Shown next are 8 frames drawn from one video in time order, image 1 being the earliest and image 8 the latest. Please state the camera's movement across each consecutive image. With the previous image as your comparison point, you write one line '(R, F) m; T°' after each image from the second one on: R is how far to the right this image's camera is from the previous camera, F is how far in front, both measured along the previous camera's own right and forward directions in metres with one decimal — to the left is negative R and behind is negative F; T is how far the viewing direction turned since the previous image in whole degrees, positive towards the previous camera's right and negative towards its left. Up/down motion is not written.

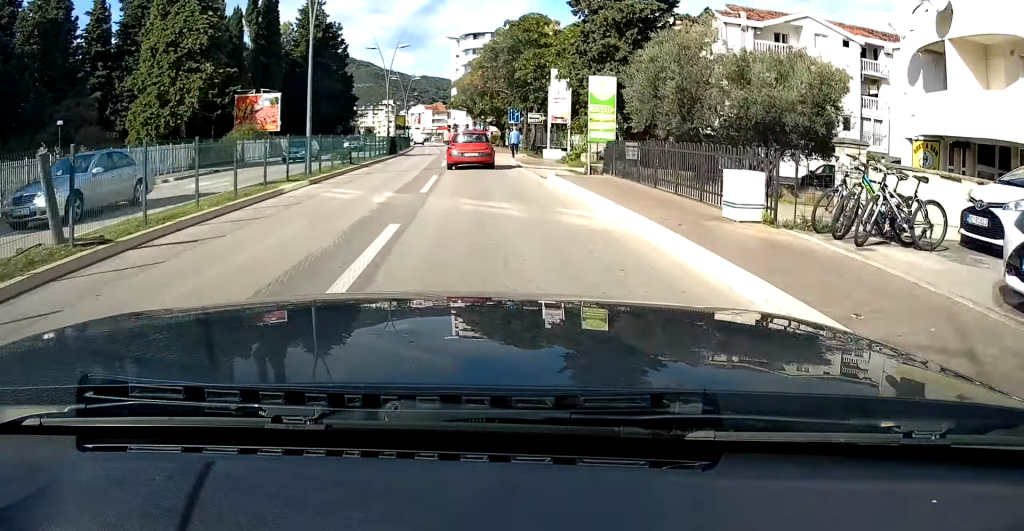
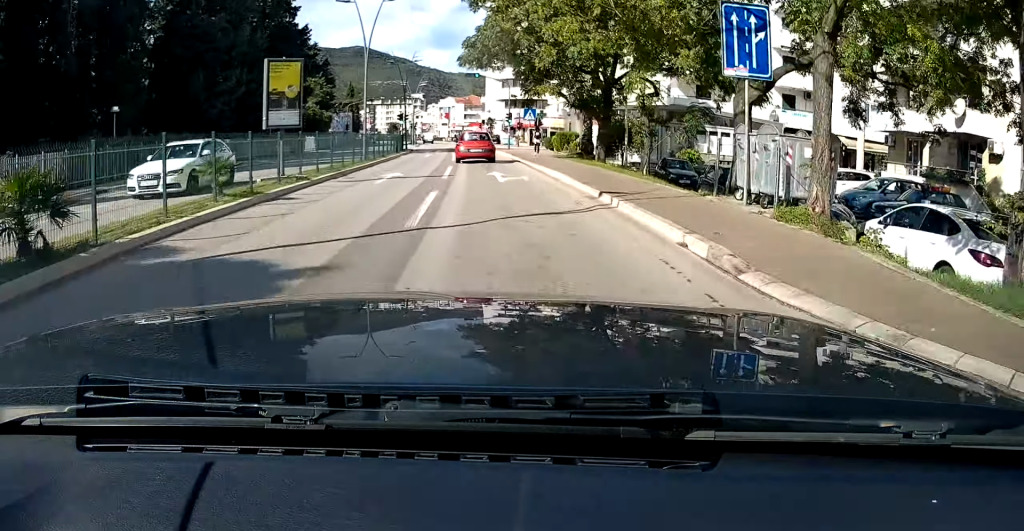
(-1.0, +42.2) m; -2°
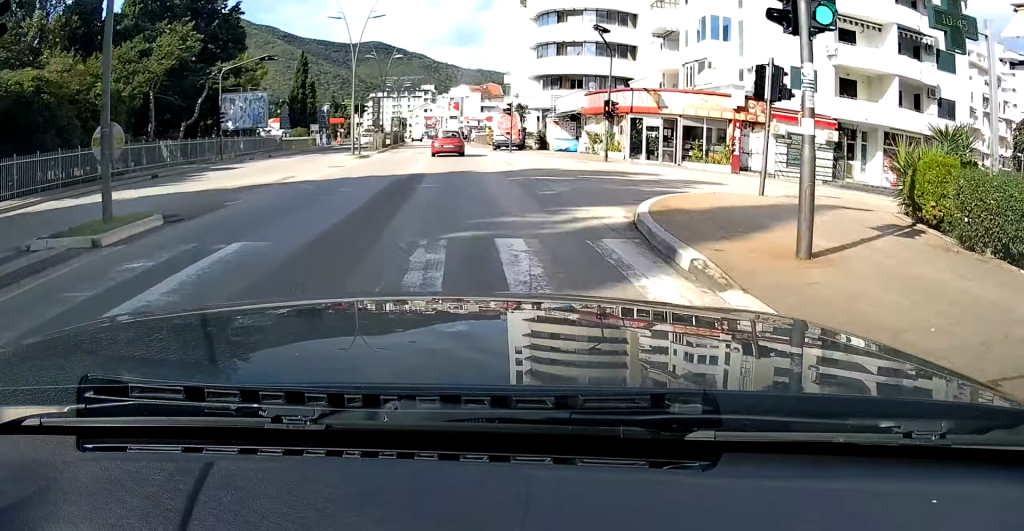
(-0.6, +47.2) m; -2°
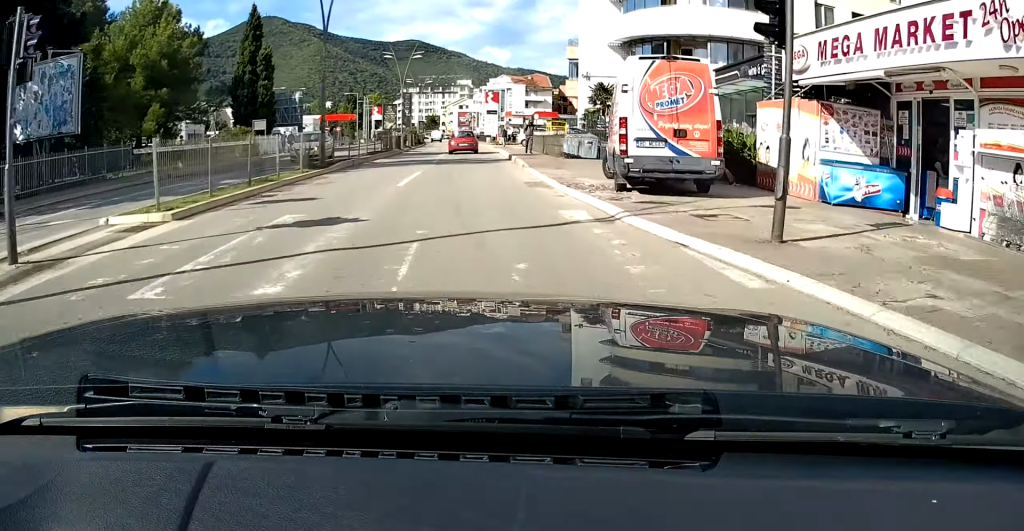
(-0.9, +32.2) m; -3°
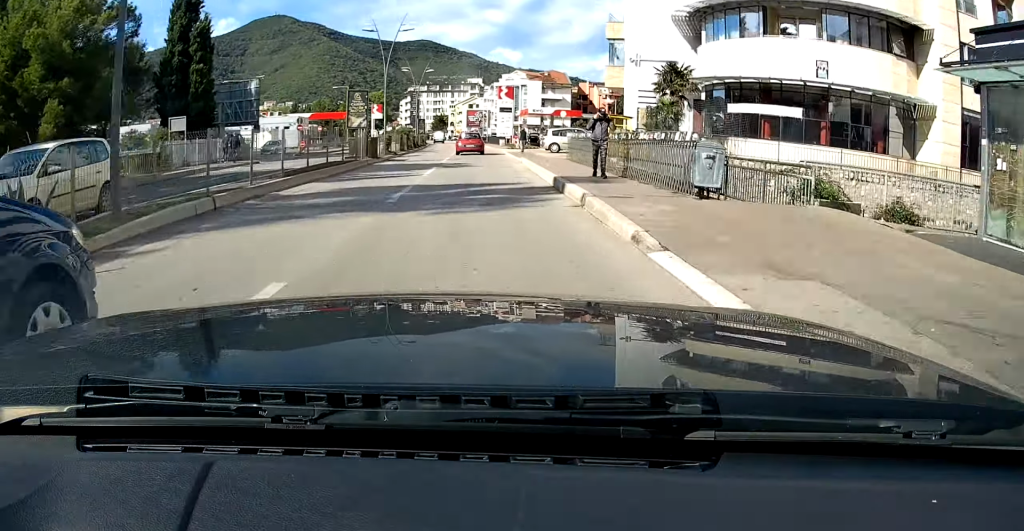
(-0.2, +15.3) m; 0°
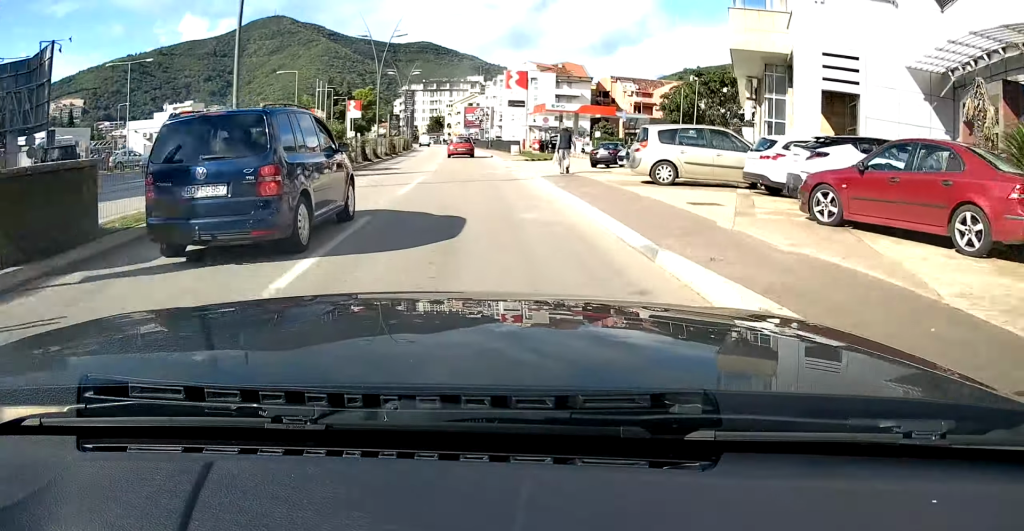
(-0.1, +25.4) m; 0°
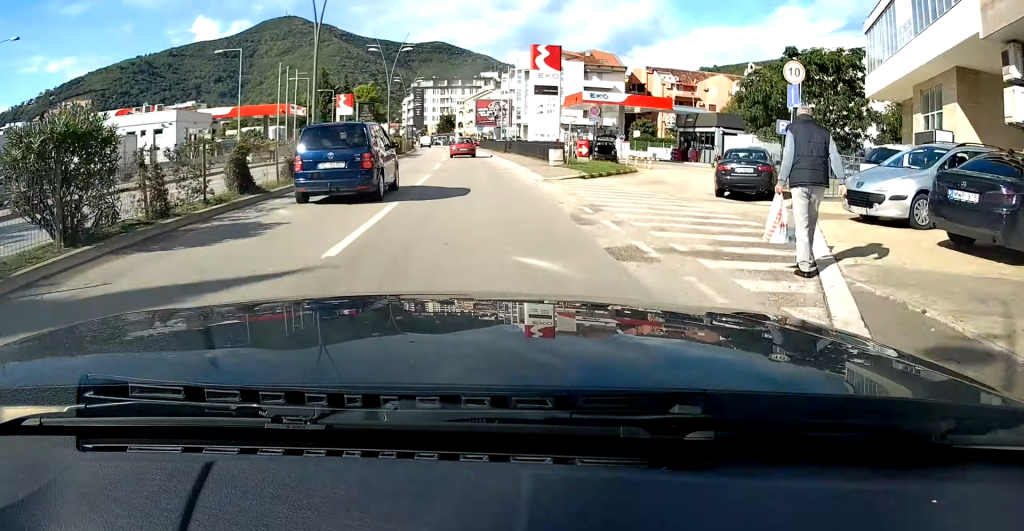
(+0.4, +18.5) m; -1°
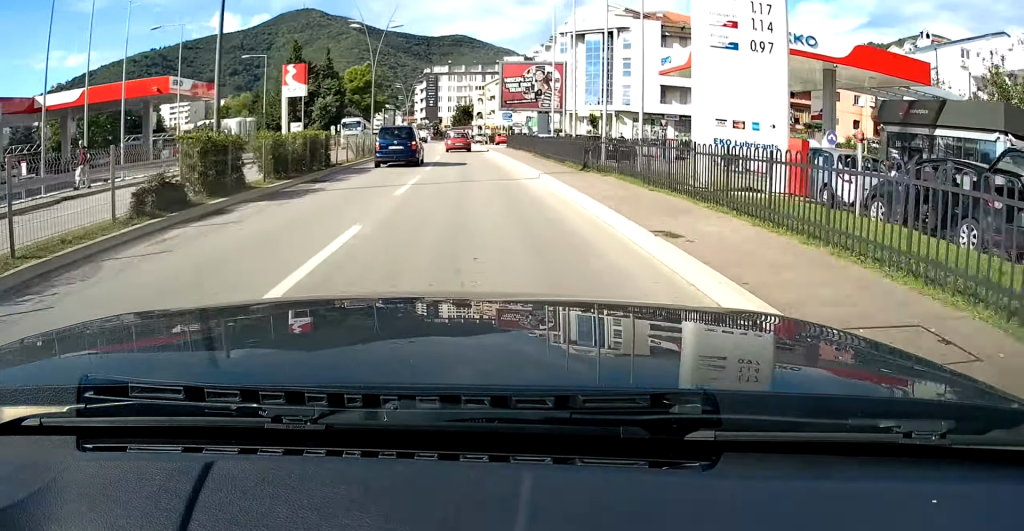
(-1.4, +33.7) m; -5°
